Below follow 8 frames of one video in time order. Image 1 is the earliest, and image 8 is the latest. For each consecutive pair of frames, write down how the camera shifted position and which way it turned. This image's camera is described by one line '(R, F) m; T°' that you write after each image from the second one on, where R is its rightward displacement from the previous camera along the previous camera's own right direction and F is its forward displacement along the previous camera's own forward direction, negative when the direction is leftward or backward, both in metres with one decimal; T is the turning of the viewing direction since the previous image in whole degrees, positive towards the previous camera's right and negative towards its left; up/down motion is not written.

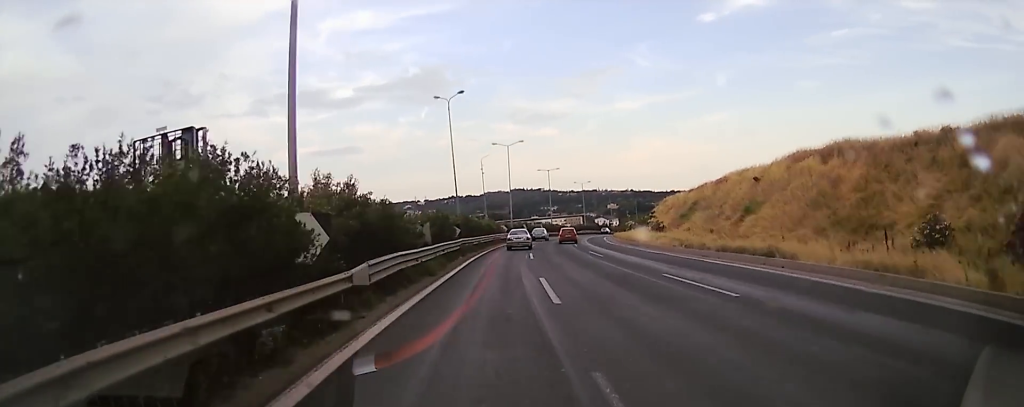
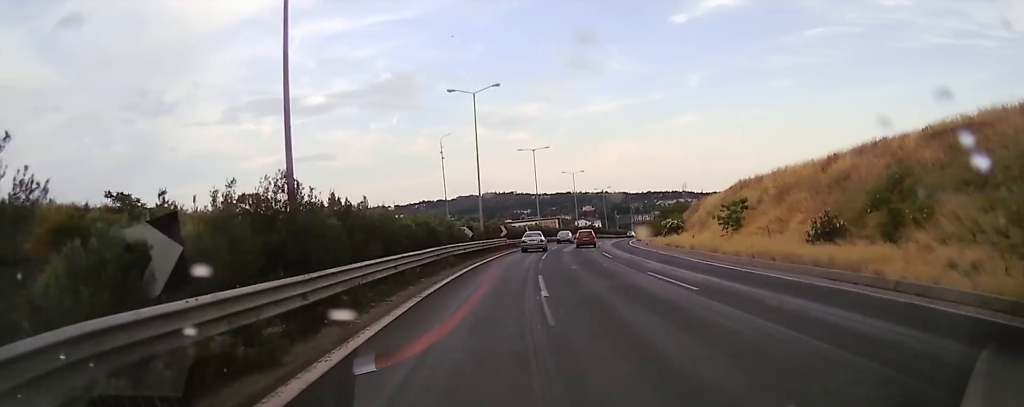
(+0.9, +36.0) m; +1°
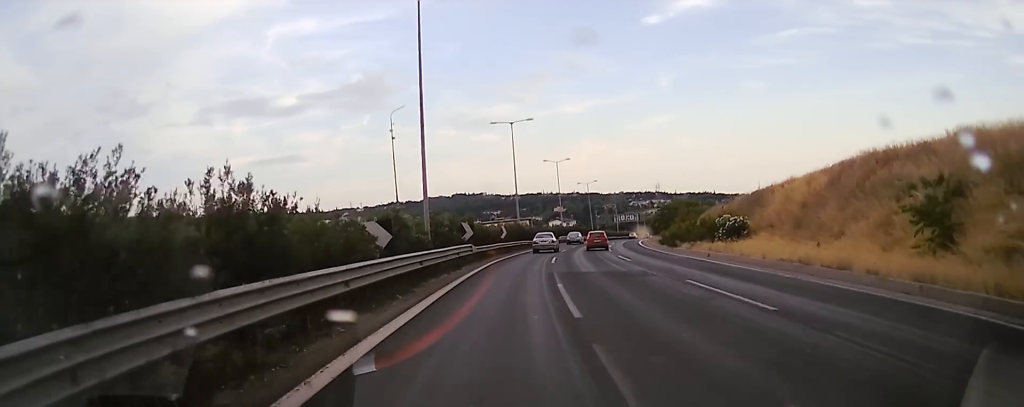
(0.0, +22.3) m; +2°
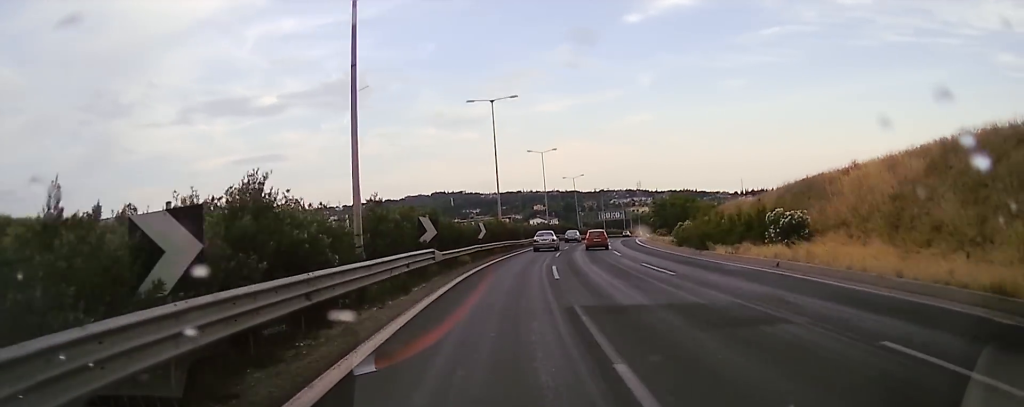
(-0.2, +10.3) m; +1°
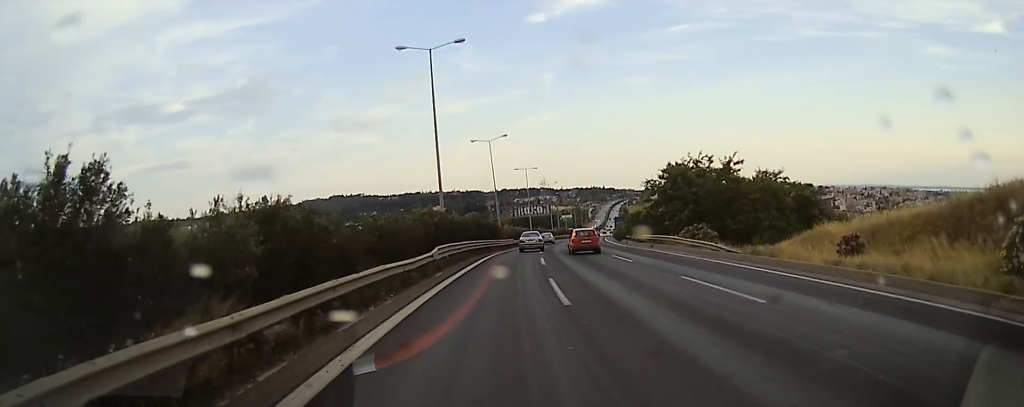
(+7.1, +51.6) m; +13°
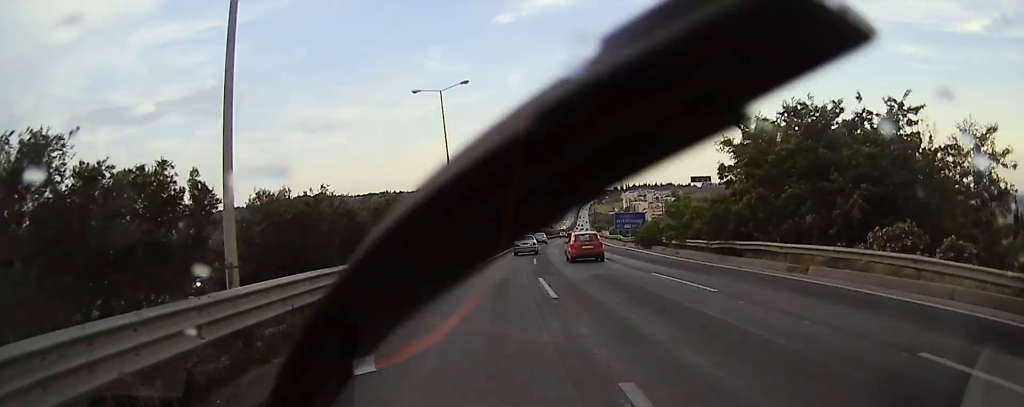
(0.0, +26.5) m; 0°
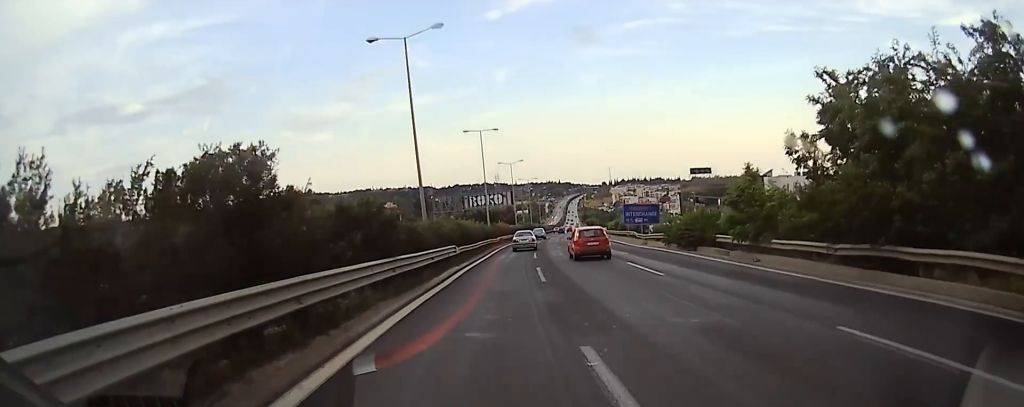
(0.0, +11.6) m; +1°
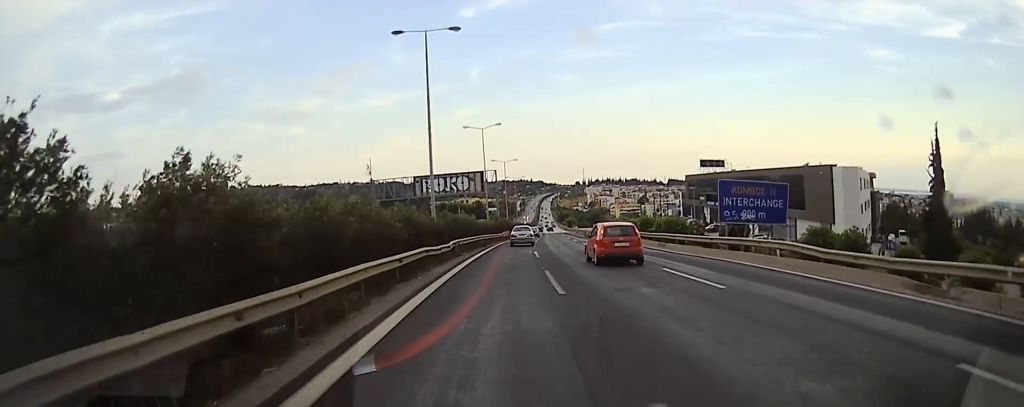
(+1.1, +34.9) m; +3°
